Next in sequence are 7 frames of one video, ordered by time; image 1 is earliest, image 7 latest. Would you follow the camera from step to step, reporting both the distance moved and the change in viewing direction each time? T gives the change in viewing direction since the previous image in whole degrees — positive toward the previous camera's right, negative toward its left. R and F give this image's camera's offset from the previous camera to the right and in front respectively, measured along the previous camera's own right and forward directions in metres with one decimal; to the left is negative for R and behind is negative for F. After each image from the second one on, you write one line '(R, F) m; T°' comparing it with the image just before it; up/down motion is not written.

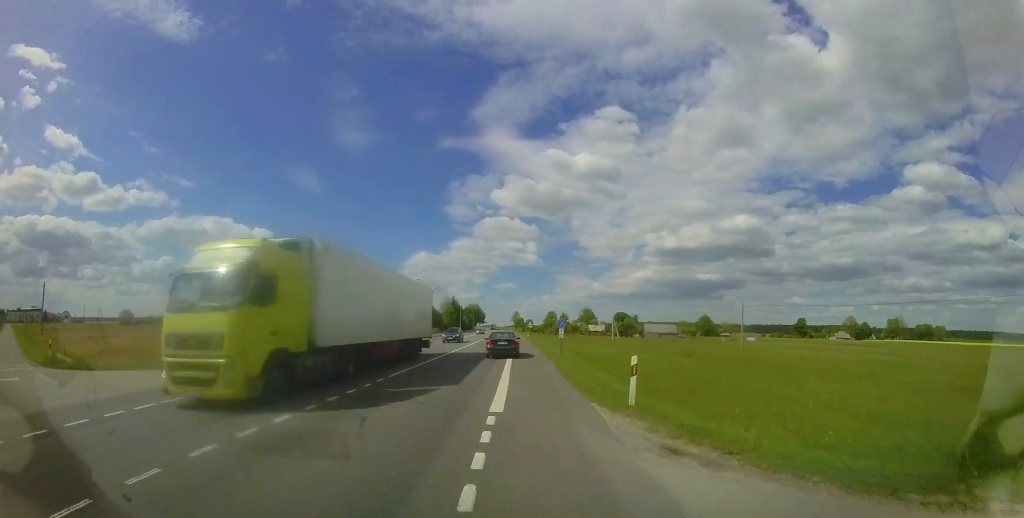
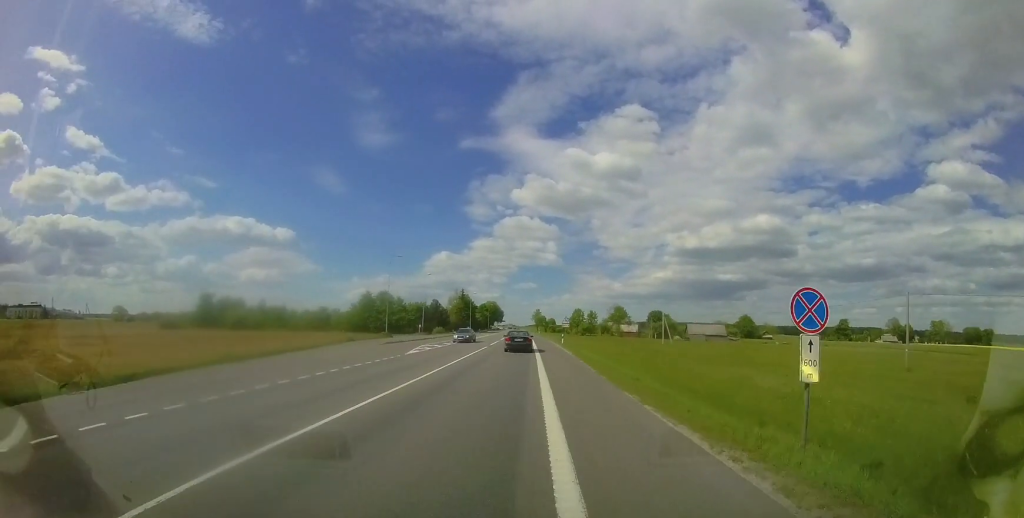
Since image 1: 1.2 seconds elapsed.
(-0.3, +22.2) m; -2°
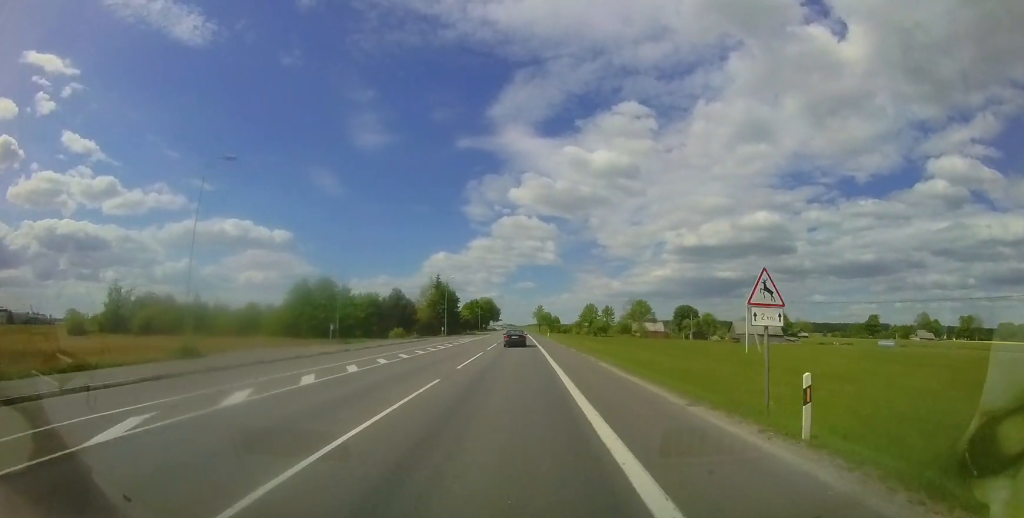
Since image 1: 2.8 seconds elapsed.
(-0.3, +29.8) m; -1°
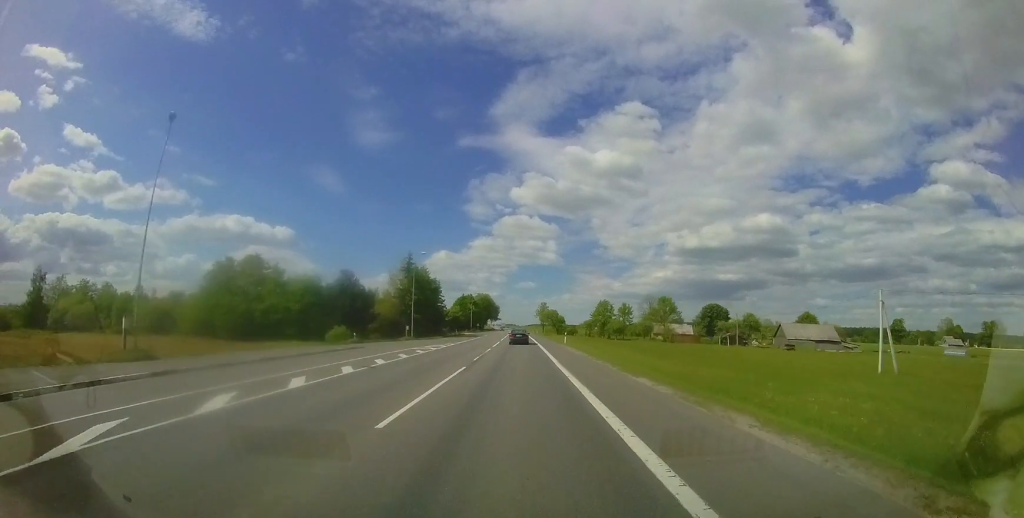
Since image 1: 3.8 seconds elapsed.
(-0.1, +20.3) m; -1°
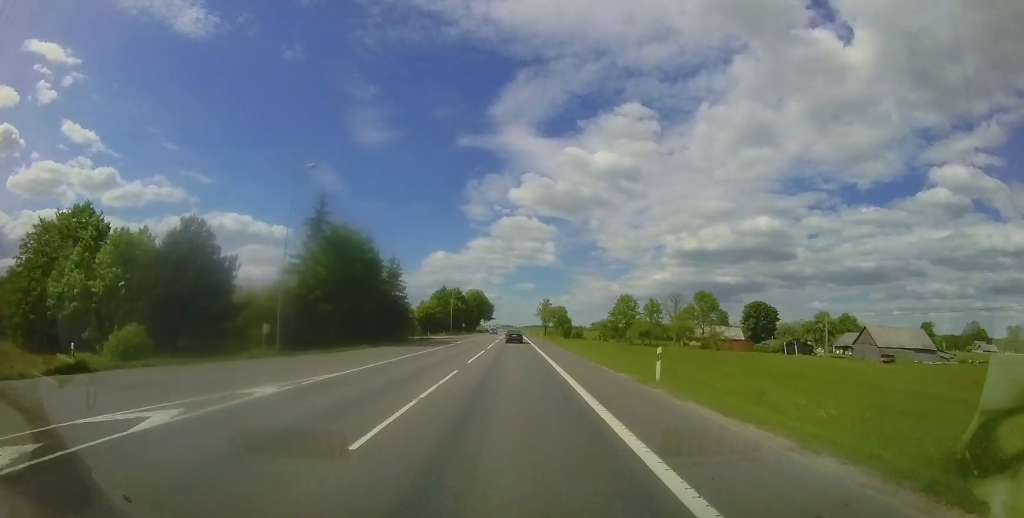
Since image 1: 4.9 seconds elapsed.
(-0.2, +24.8) m; 0°
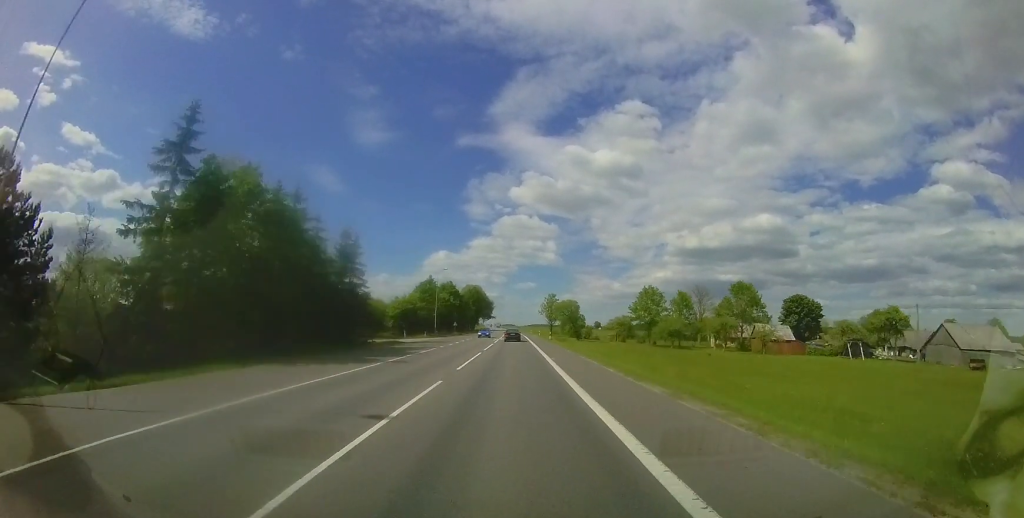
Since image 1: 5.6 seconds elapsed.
(0.0, +14.5) m; 0°
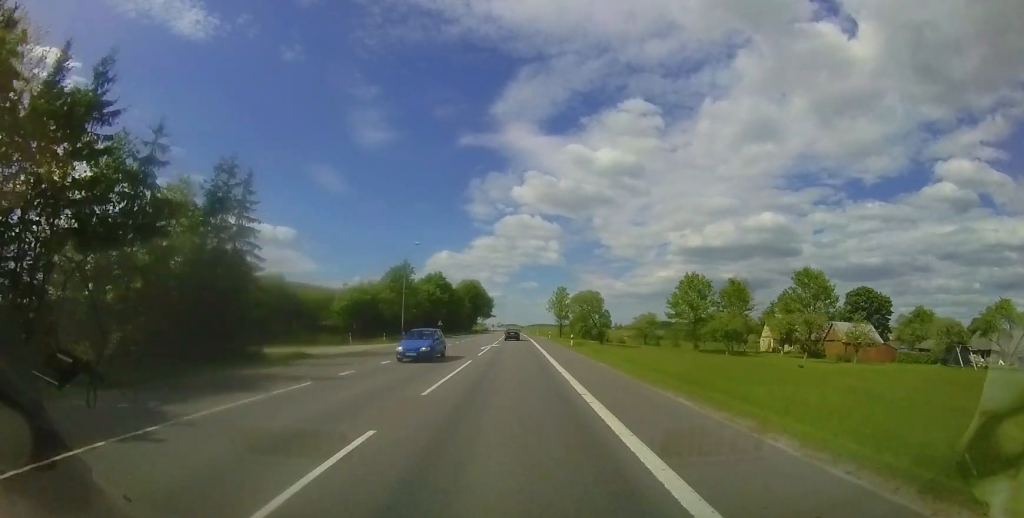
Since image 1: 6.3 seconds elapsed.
(+0.1, +16.6) m; 0°
